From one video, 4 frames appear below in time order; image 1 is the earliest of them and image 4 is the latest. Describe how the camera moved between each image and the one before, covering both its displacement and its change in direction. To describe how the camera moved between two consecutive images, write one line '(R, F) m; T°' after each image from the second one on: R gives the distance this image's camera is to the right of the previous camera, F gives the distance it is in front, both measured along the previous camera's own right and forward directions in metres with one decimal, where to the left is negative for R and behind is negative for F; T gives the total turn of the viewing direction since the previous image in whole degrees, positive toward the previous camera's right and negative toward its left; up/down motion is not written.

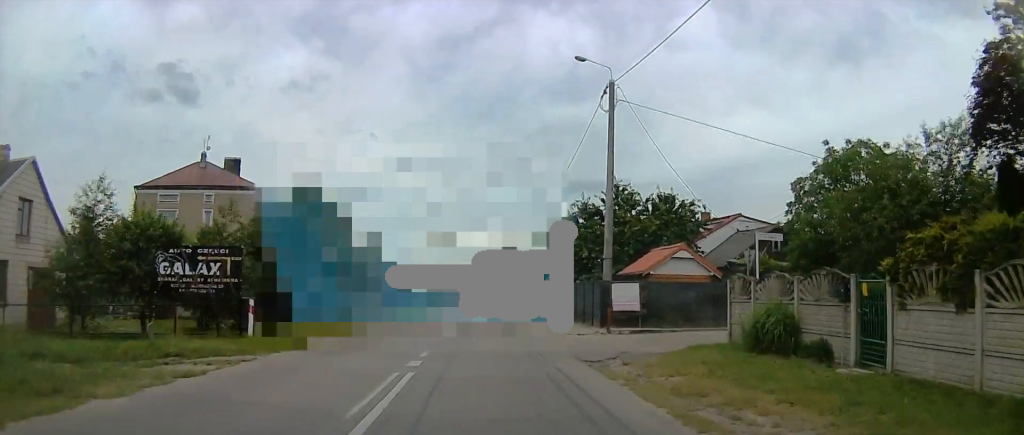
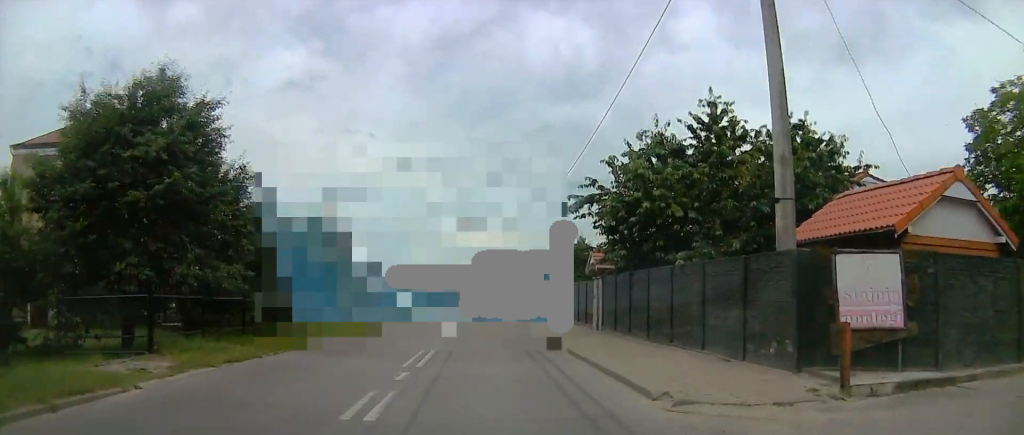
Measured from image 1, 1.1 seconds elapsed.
(+0.1, +15.2) m; -1°
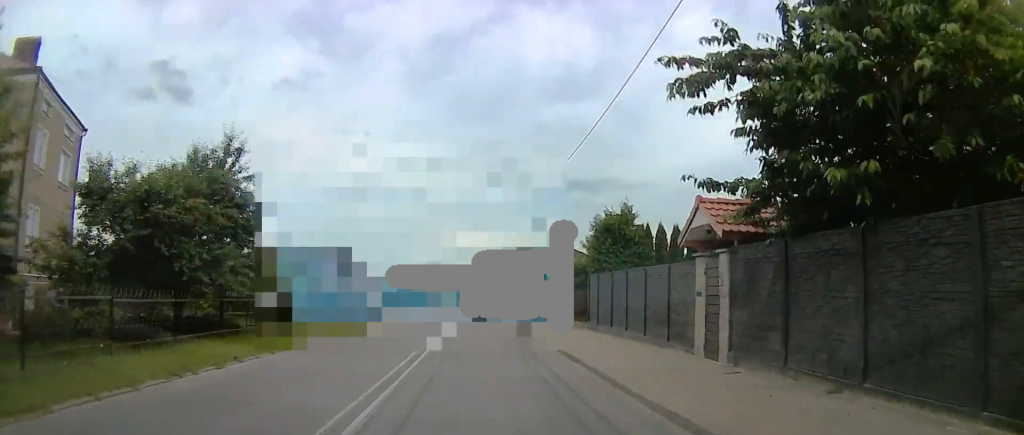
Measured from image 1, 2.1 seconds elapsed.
(-0.2, +12.6) m; +1°
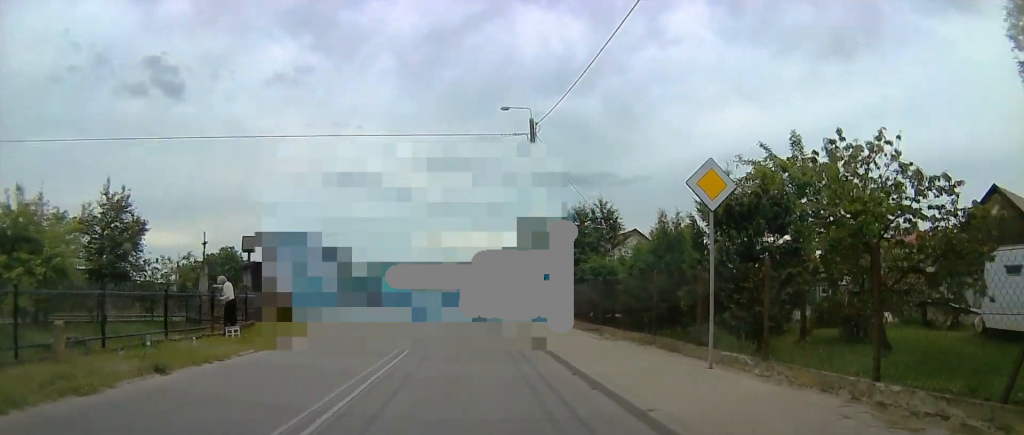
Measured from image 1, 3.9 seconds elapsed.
(+1.9, +20.8) m; +9°
